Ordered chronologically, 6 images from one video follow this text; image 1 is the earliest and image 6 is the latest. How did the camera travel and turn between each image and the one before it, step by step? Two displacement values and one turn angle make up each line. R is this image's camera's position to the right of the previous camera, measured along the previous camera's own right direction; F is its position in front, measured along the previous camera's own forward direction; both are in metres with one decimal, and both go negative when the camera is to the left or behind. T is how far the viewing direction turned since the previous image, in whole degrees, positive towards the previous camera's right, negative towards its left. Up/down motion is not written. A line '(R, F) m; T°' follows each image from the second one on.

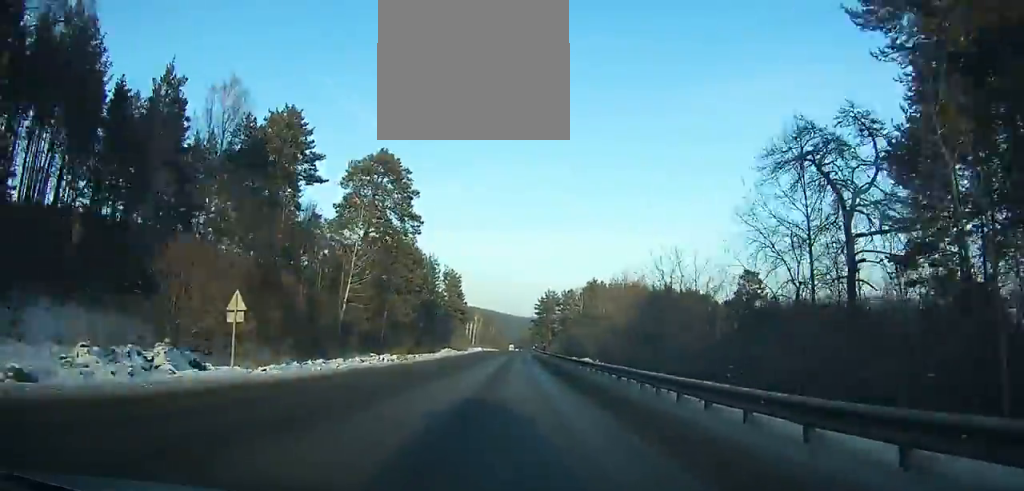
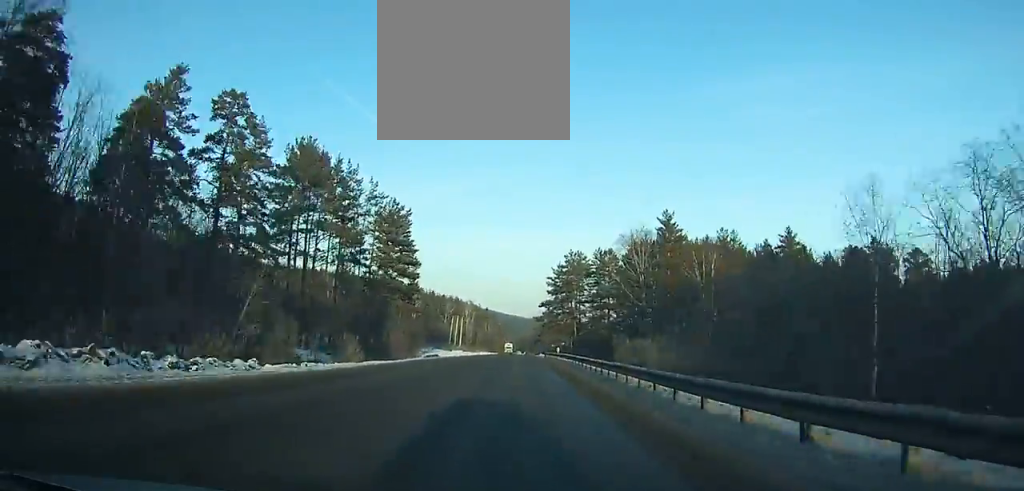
(-0.5, +82.9) m; 0°
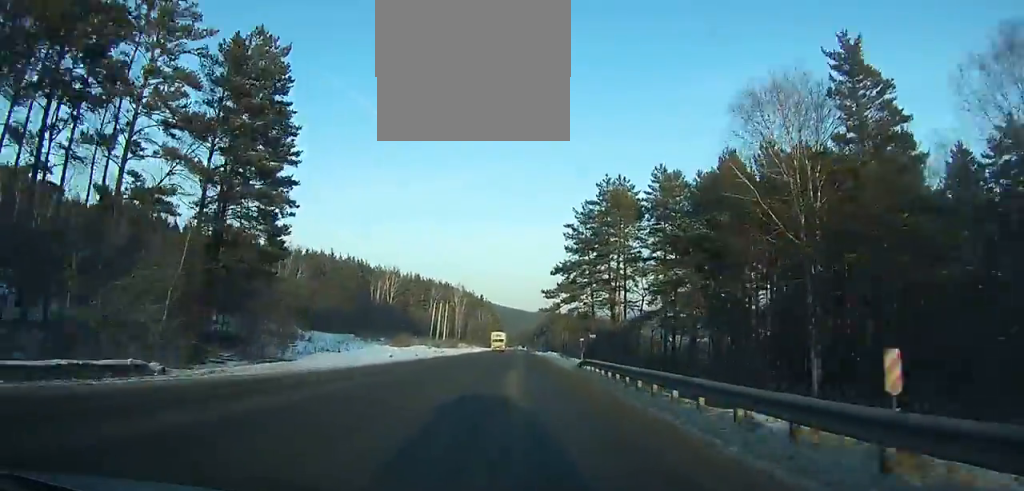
(-0.1, +51.9) m; 0°
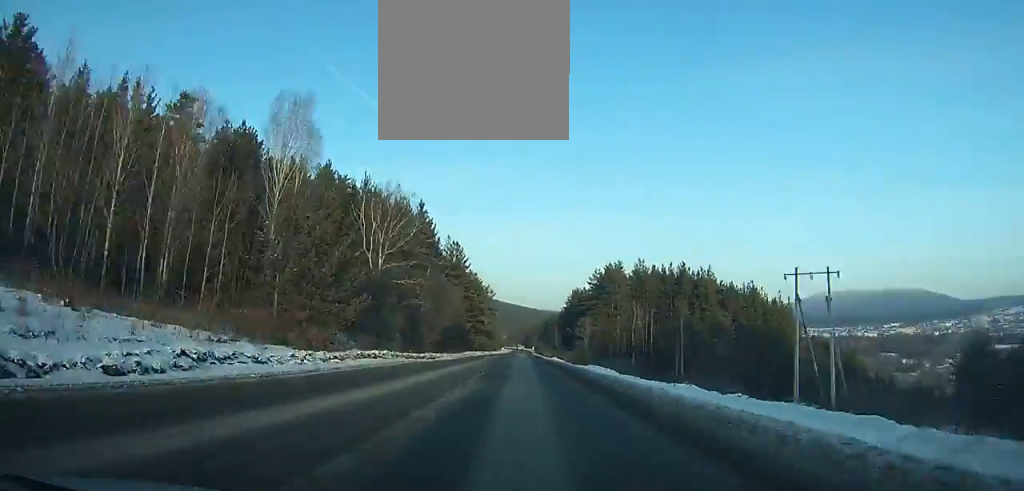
(-0.3, +192.1) m; 0°
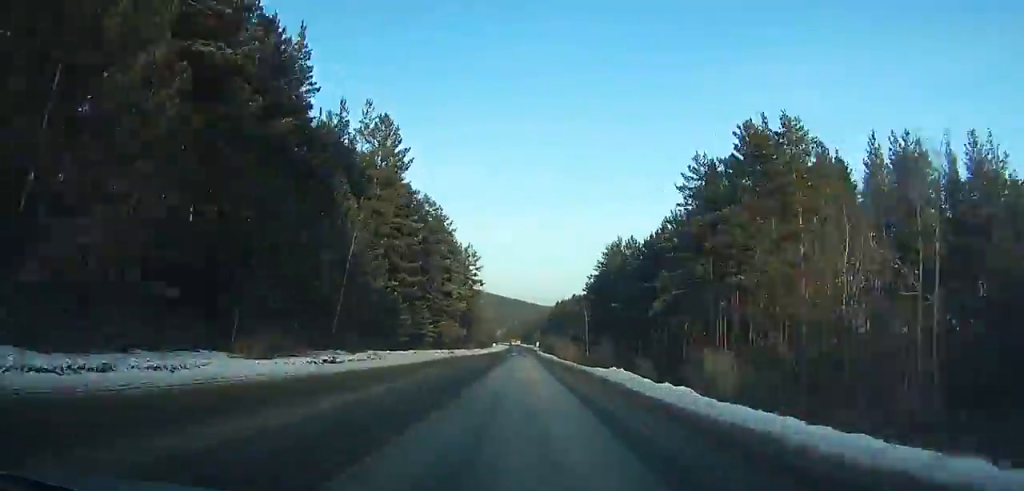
(-0.2, +83.4) m; 0°
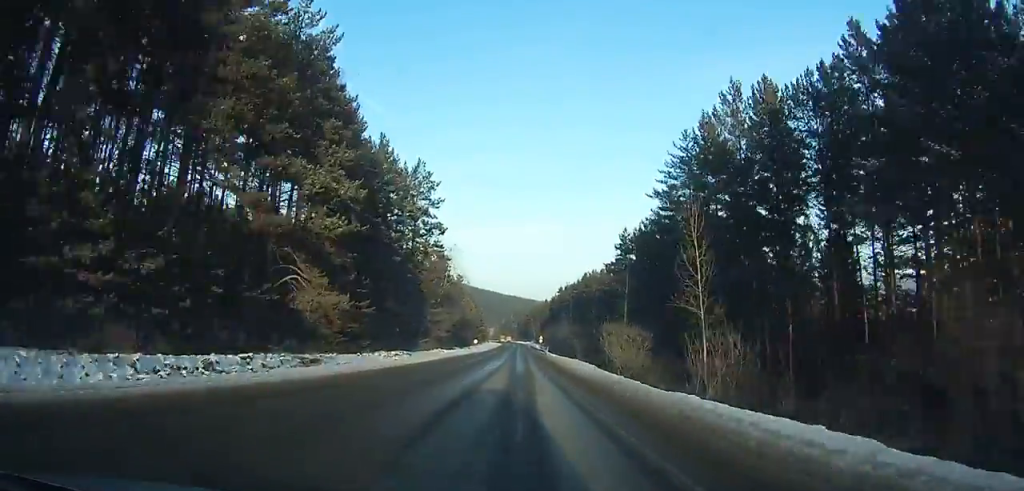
(+0.5, +64.4) m; 0°
